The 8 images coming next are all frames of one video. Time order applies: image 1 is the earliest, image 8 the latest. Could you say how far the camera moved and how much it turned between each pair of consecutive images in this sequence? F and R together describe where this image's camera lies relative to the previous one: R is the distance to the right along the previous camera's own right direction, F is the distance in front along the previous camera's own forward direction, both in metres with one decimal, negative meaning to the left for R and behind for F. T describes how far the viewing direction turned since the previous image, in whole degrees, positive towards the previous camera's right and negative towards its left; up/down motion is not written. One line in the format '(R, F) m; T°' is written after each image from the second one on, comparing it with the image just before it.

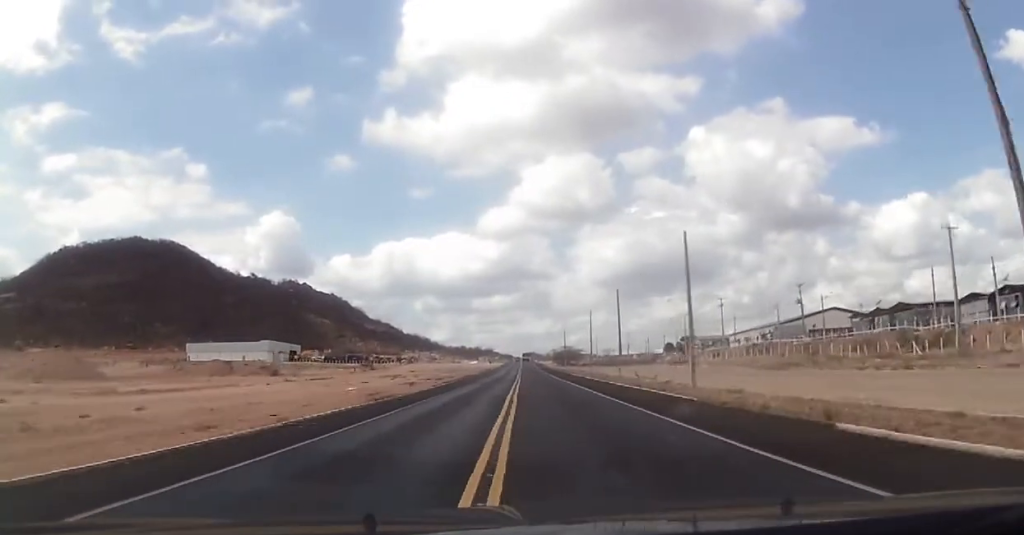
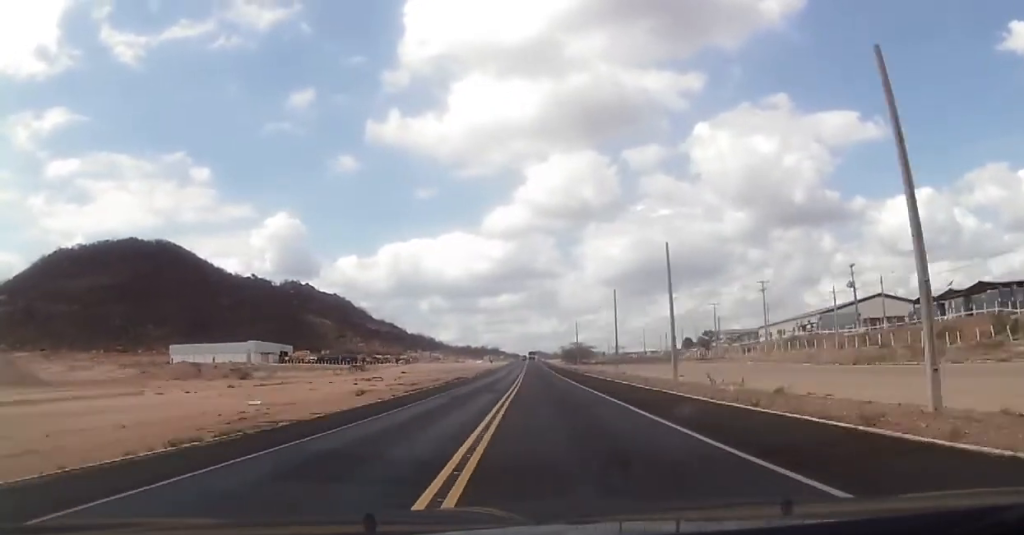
(-0.2, +19.1) m; 0°
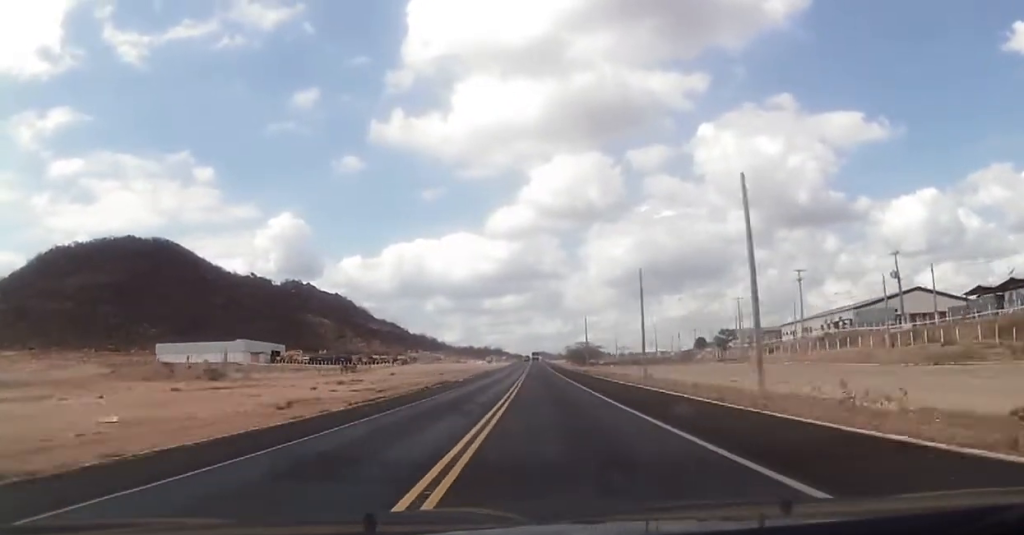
(-0.1, +12.8) m; 0°
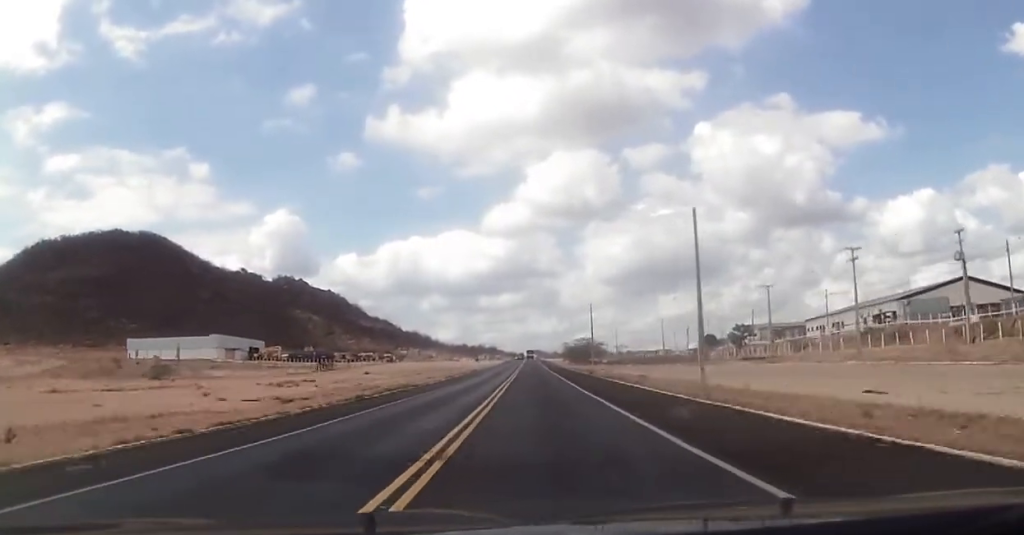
(0.0, +16.7) m; 0°
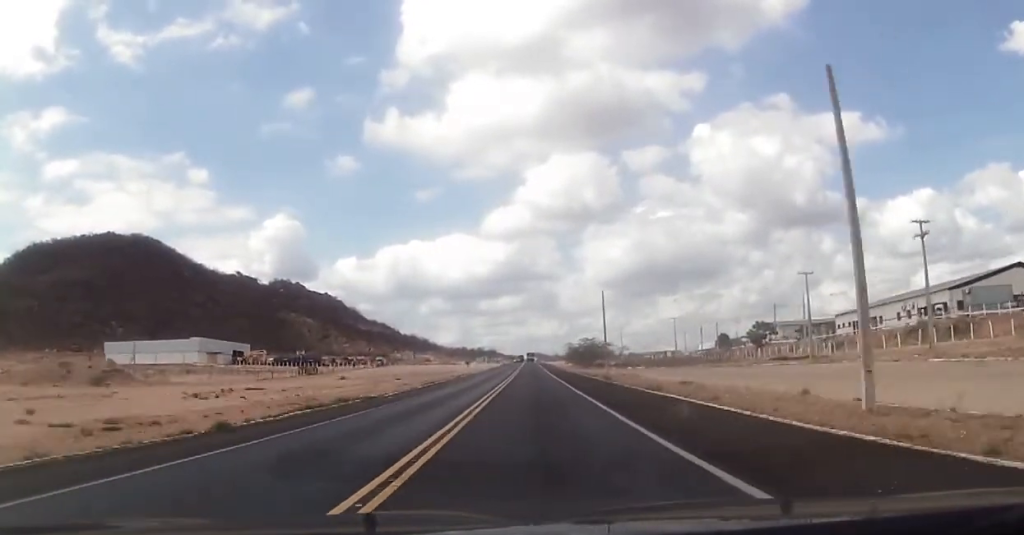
(0.0, +14.0) m; 0°
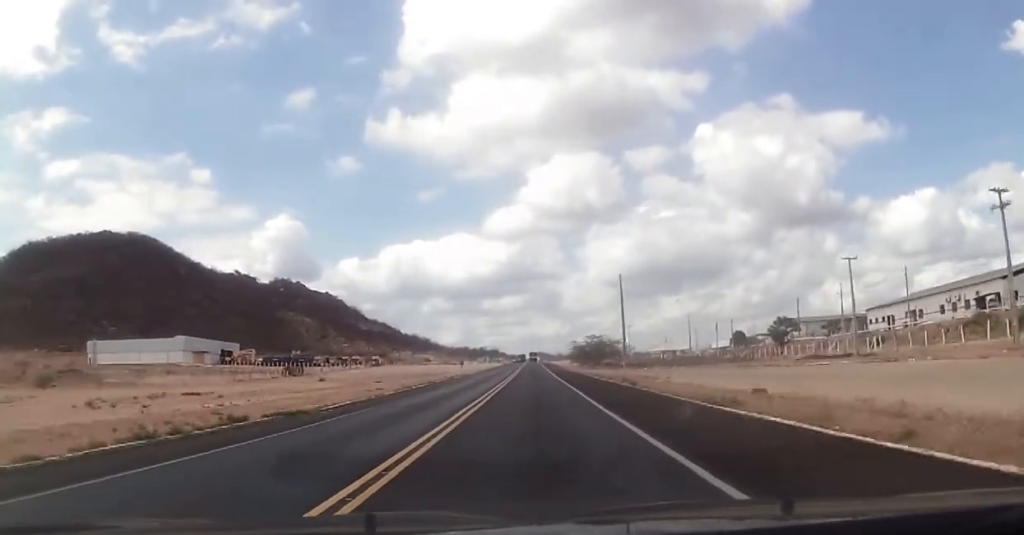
(0.0, +11.3) m; 0°
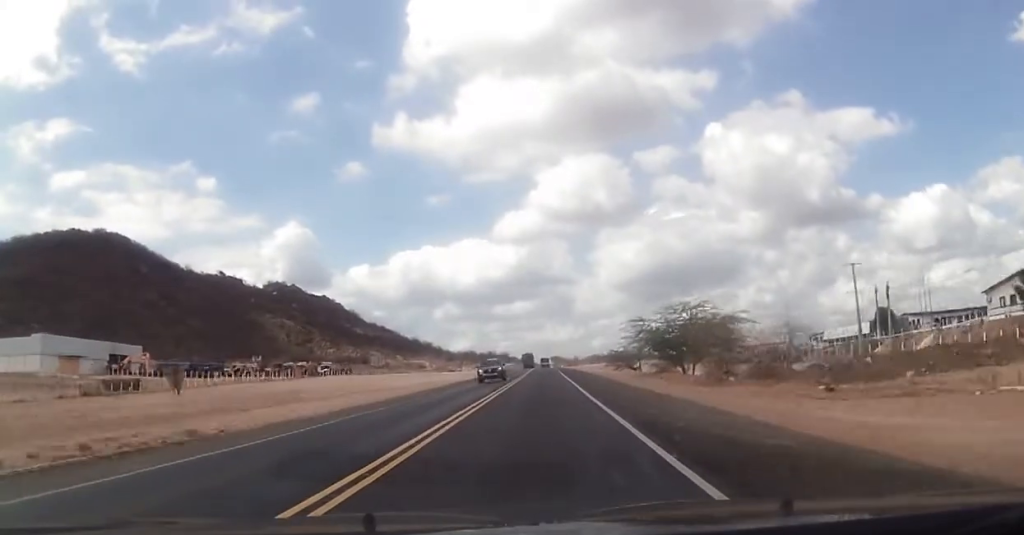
(-0.6, +69.3) m; -1°
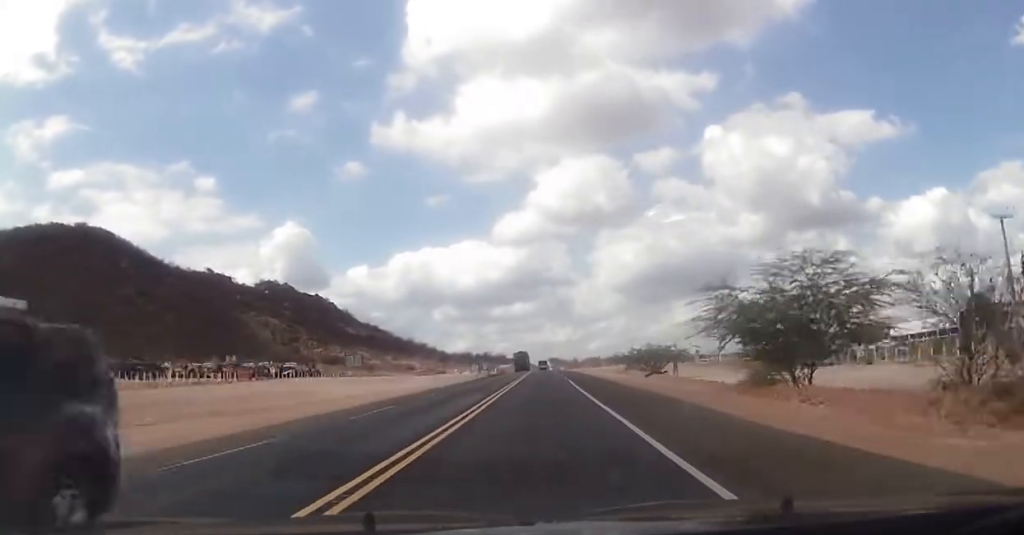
(+0.4, +24.9) m; 0°
